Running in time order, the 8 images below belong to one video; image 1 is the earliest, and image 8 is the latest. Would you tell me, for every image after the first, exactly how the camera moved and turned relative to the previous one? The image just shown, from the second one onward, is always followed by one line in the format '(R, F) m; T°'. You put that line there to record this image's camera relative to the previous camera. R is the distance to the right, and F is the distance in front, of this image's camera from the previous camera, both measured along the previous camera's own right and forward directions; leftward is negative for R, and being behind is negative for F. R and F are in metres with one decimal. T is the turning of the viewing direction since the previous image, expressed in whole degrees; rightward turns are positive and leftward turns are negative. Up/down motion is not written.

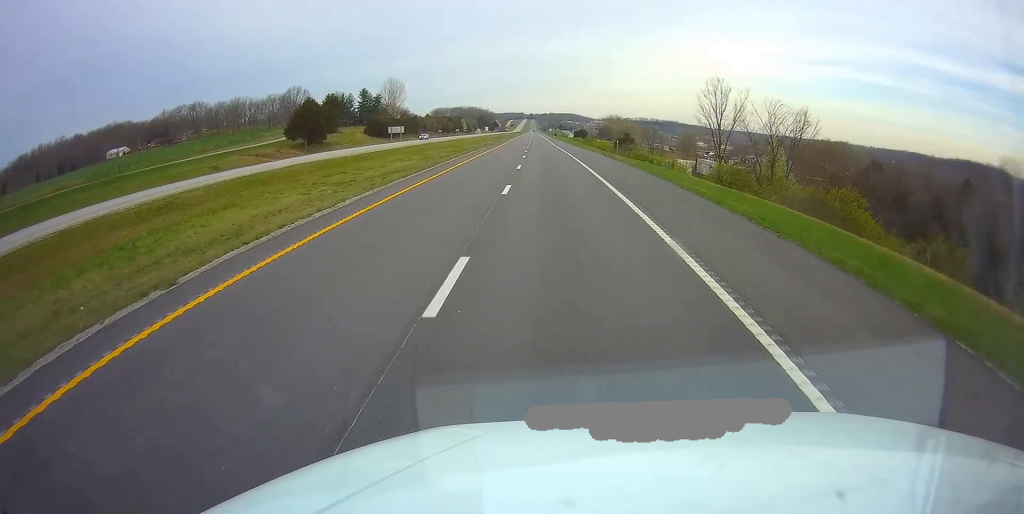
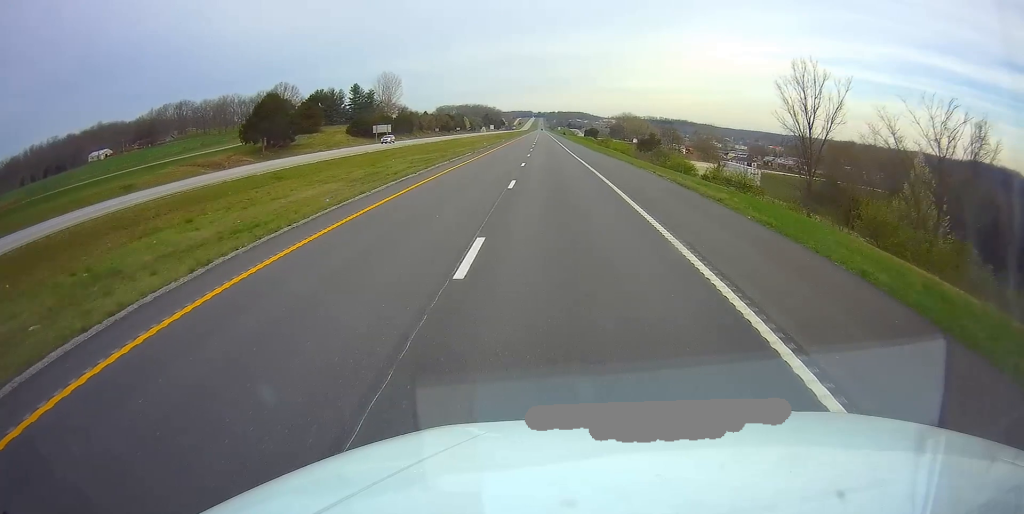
(-0.1, +20.3) m; -1°
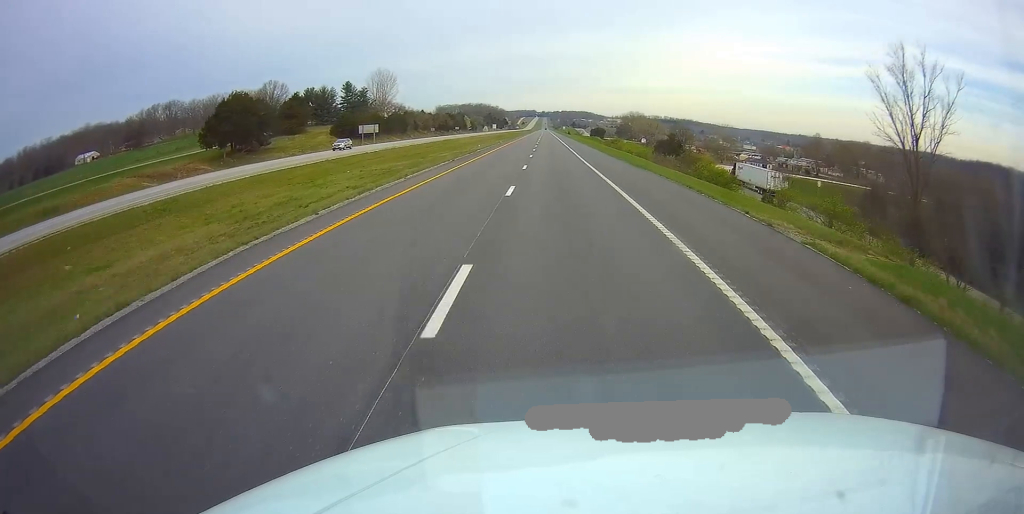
(-0.1, +13.5) m; 0°
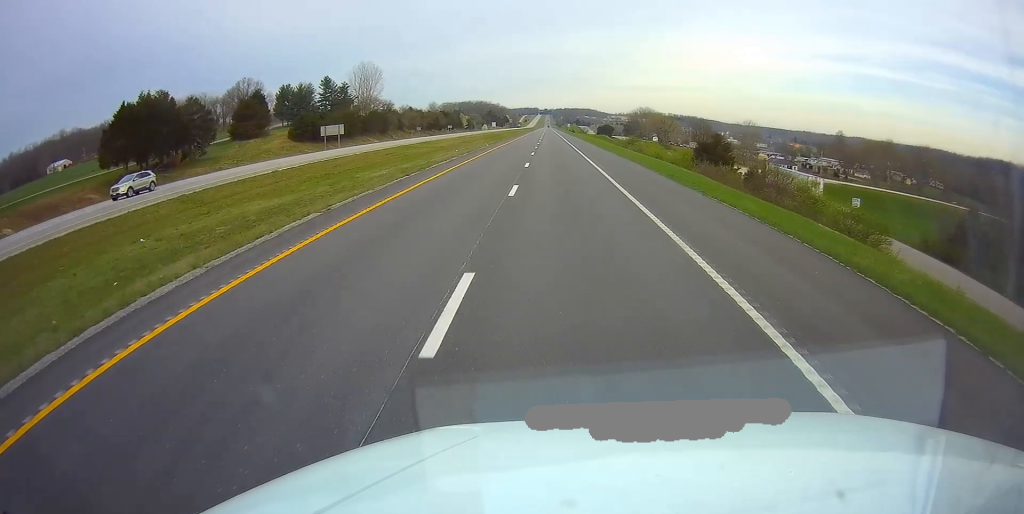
(0.0, +23.4) m; 0°
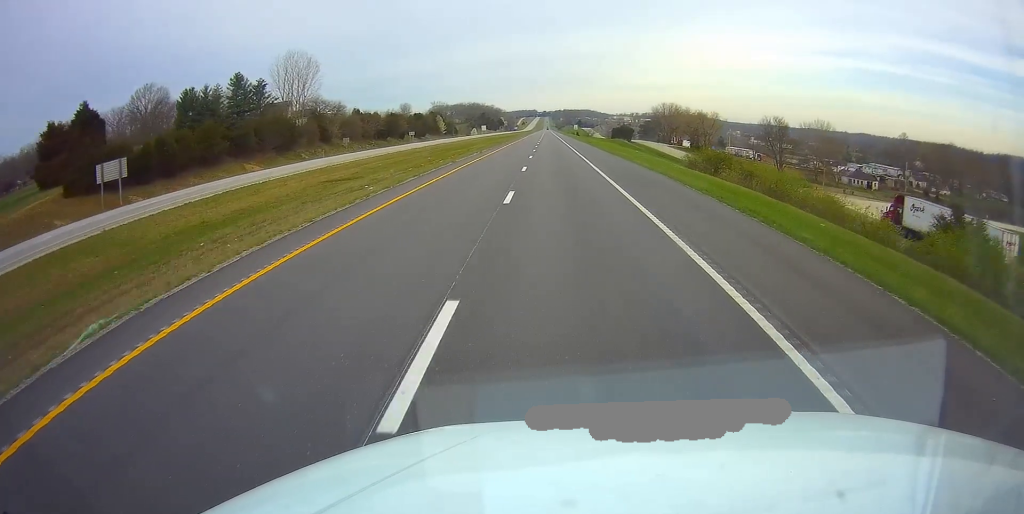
(+0.1, +60.1) m; +1°
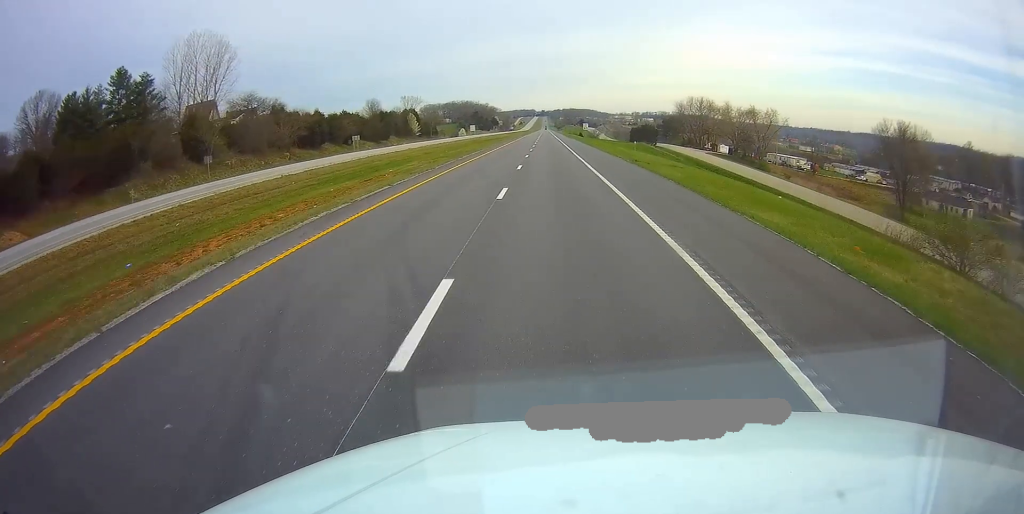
(+0.1, +46.7) m; -1°
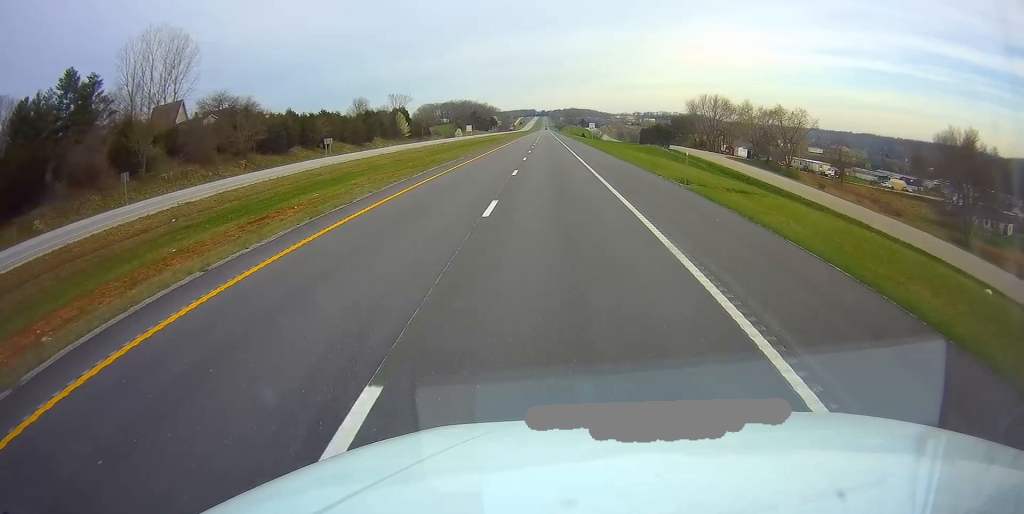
(-0.1, +15.4) m; 0°
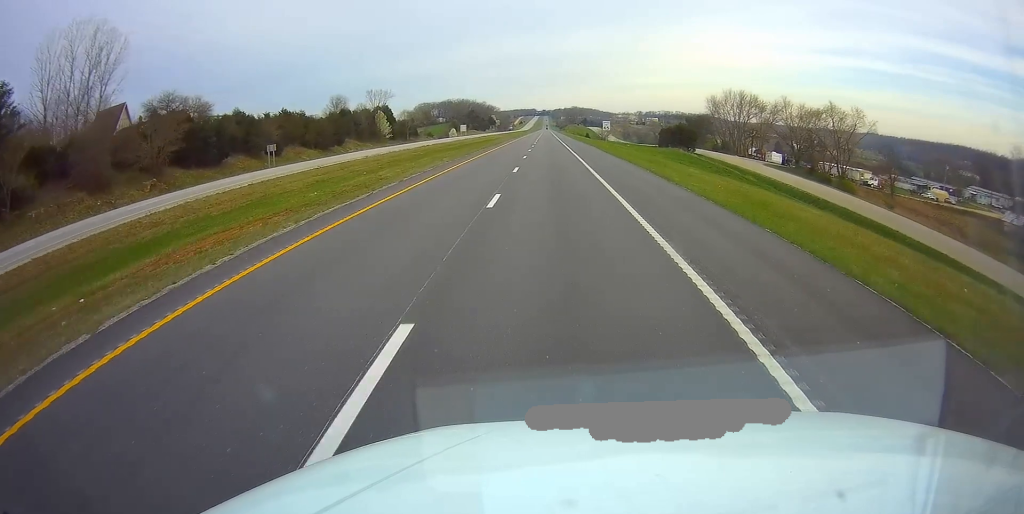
(-0.1, +22.6) m; 0°
